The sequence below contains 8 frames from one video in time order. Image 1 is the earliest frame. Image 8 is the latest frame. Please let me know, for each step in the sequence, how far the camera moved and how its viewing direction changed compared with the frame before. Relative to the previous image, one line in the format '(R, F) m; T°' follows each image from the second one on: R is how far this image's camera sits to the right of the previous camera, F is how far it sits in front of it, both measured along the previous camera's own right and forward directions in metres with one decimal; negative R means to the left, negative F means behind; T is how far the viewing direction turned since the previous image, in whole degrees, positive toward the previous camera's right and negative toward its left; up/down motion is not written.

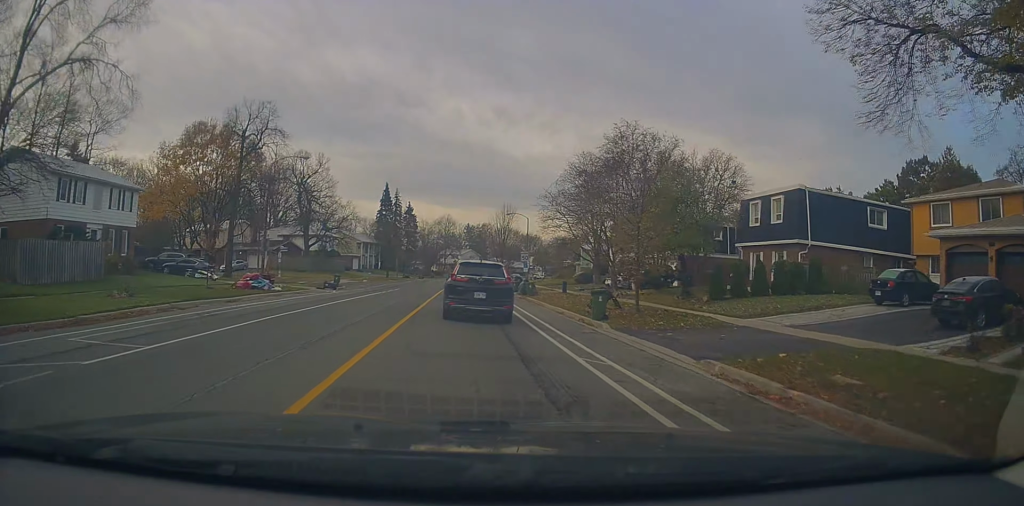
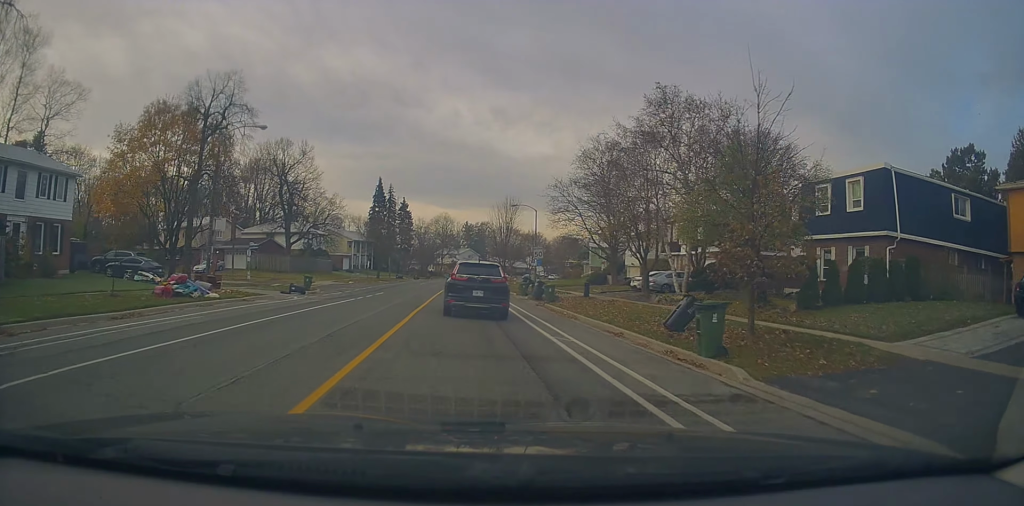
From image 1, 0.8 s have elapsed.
(-0.1, +7.6) m; 0°
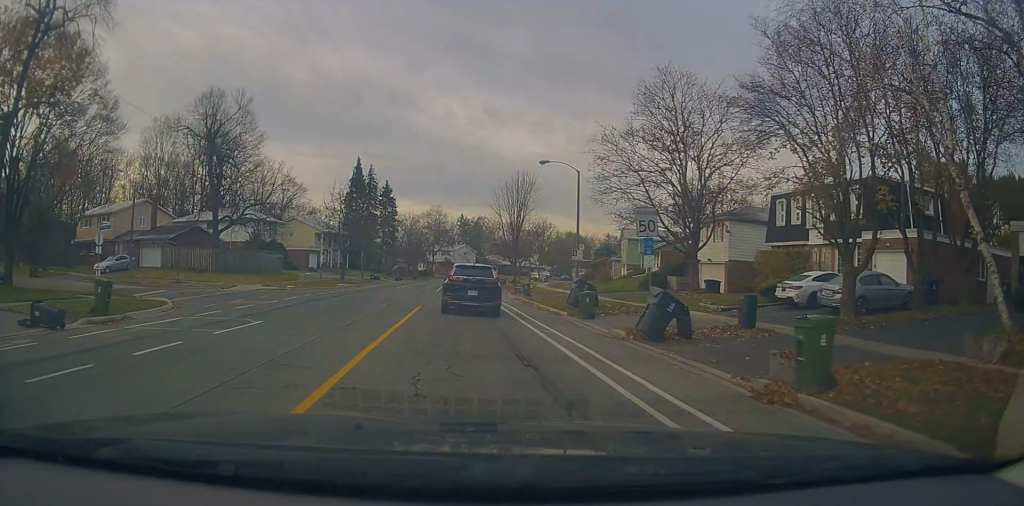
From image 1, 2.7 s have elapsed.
(+0.4, +19.8) m; 0°
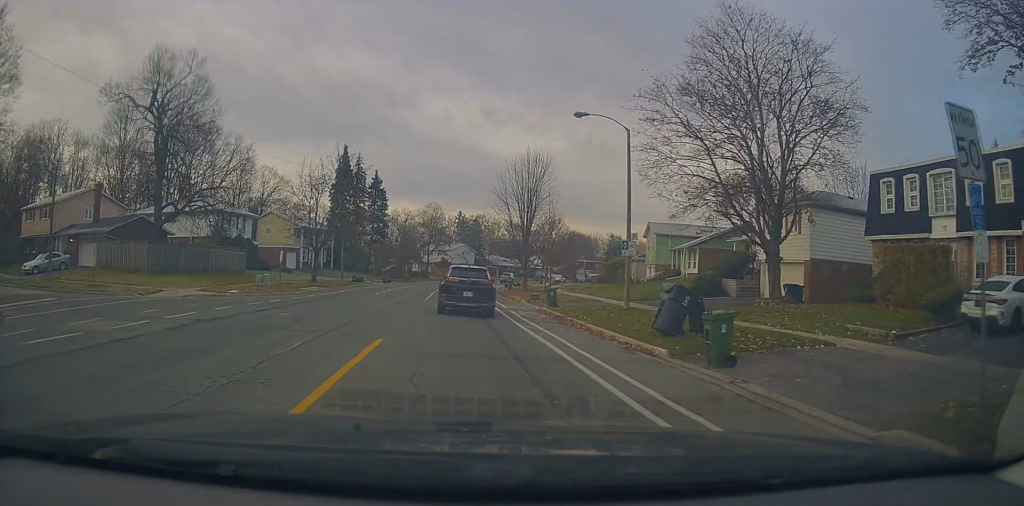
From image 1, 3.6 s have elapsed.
(-0.3, +9.8) m; -1°
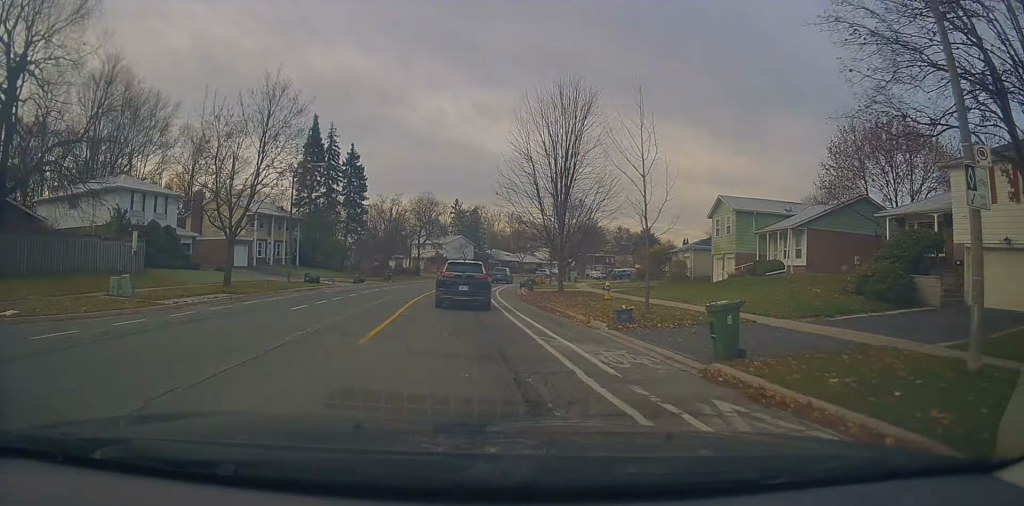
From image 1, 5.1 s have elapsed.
(+0.4, +16.8) m; +2°
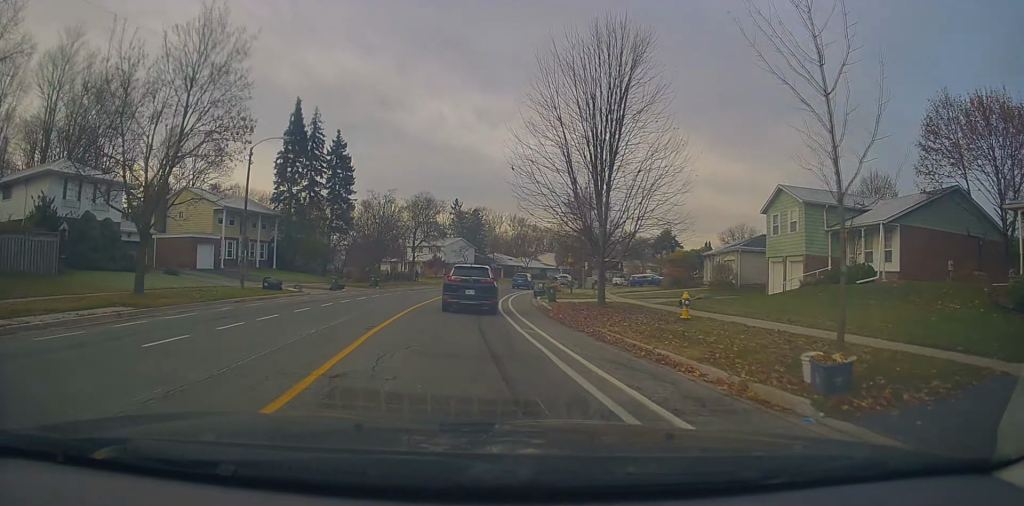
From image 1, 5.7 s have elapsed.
(+0.1, +8.3) m; 0°
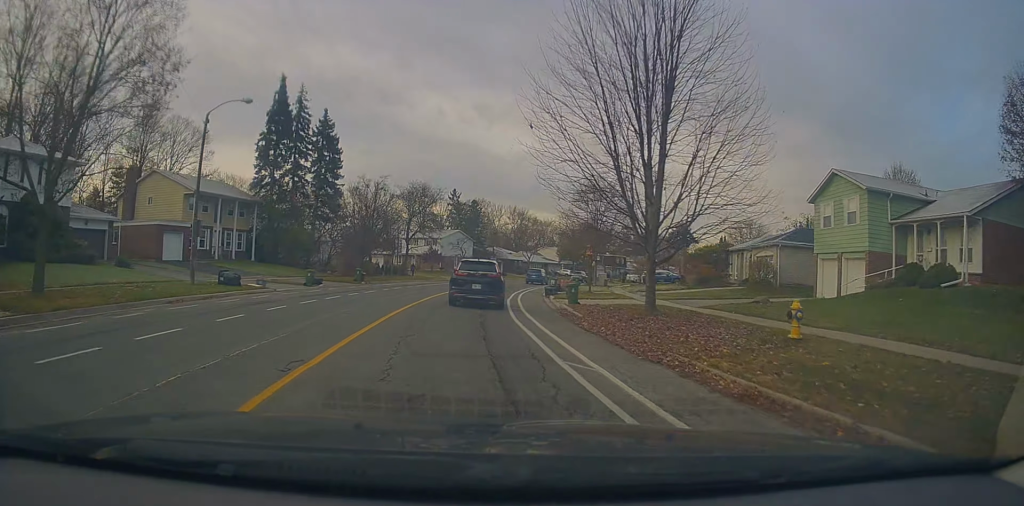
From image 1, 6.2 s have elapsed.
(0.0, +6.0) m; -1°
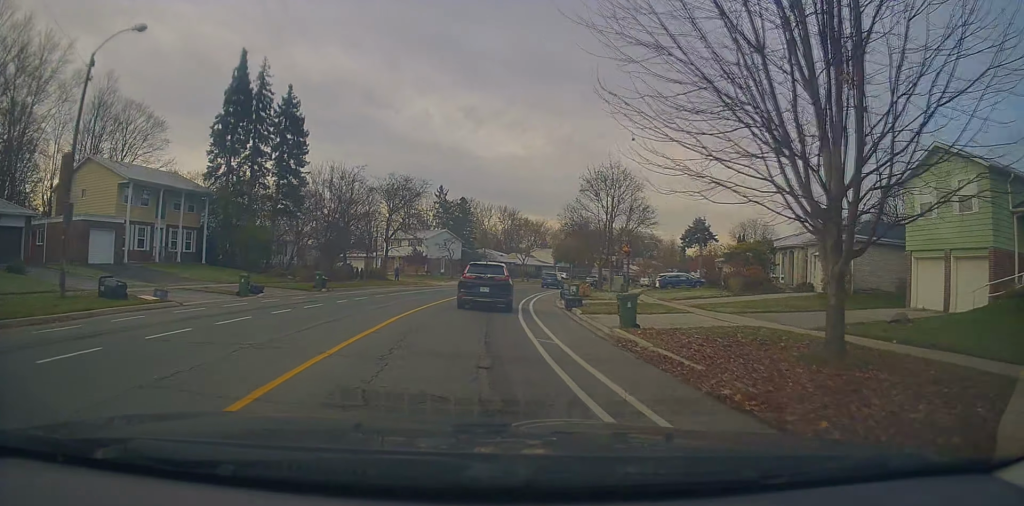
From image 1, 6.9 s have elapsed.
(-0.1, +8.6) m; 0°
